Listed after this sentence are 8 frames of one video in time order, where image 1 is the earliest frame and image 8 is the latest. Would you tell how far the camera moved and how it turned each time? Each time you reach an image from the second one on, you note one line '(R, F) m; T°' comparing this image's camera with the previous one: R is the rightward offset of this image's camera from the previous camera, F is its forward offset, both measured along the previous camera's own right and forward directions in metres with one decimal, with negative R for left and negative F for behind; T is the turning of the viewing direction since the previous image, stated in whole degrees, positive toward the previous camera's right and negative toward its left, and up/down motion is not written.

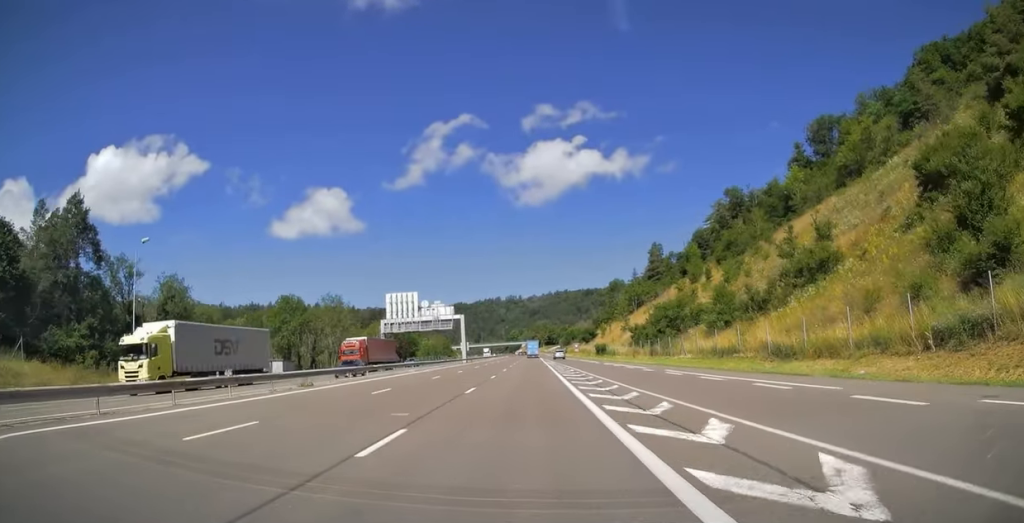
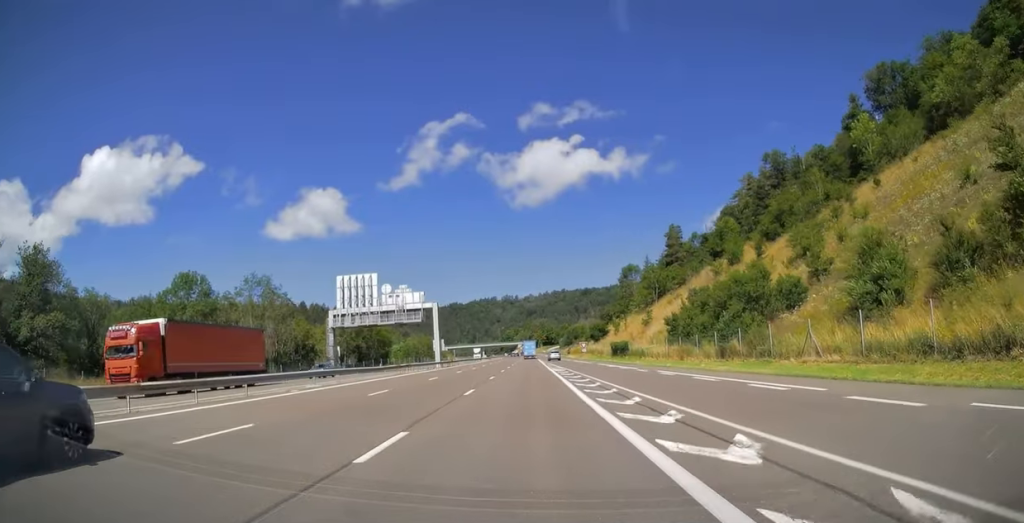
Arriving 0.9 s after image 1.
(+0.1, +26.3) m; 0°
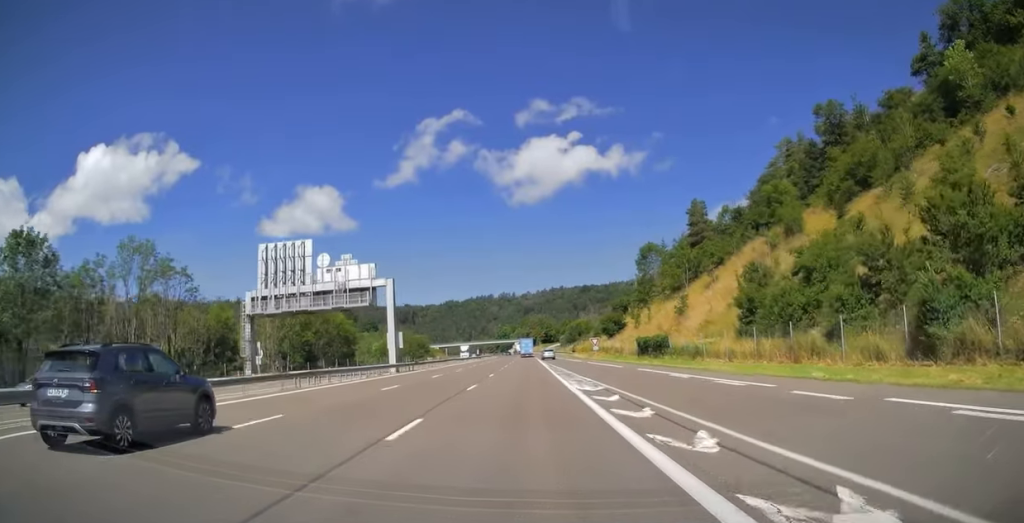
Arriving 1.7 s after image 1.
(-0.1, +23.8) m; 0°
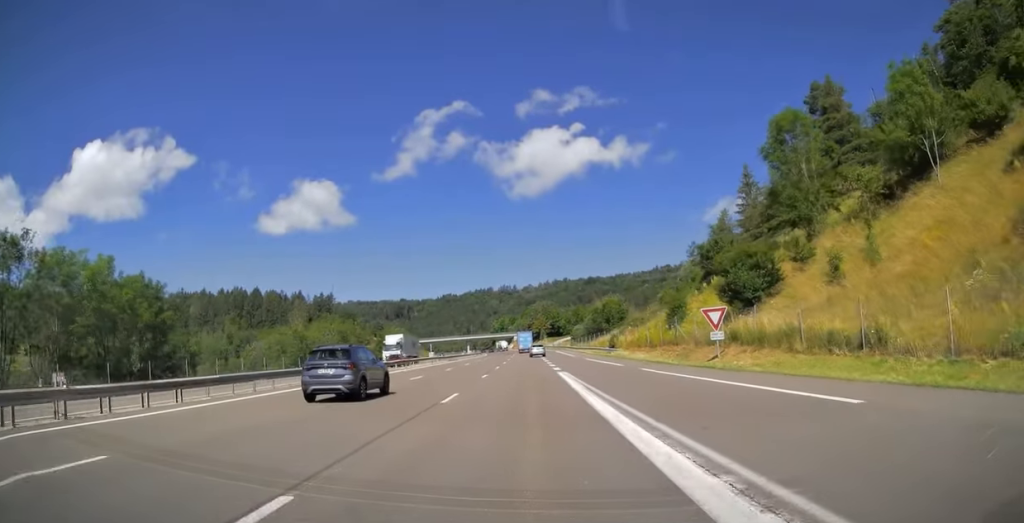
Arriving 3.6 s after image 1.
(+0.4, +58.5) m; +1°
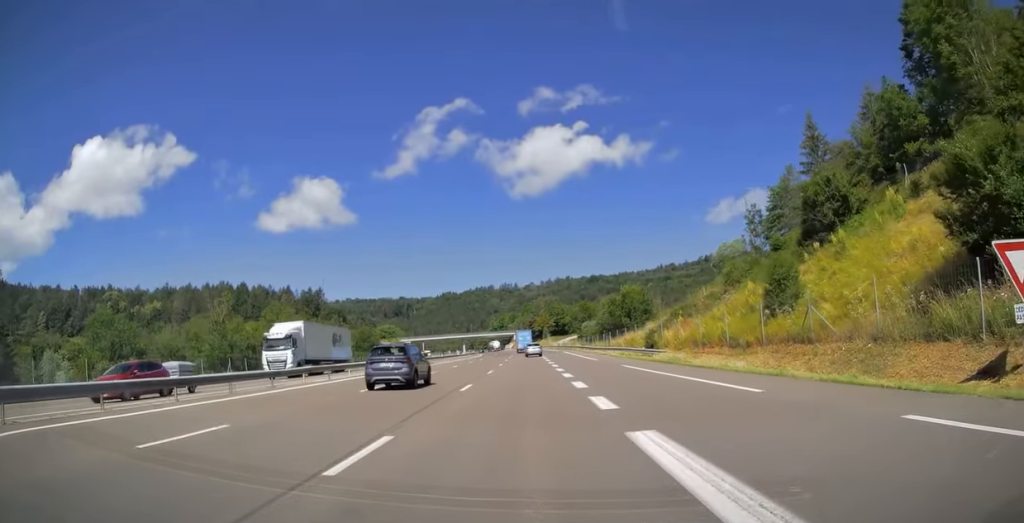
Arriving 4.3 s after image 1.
(0.0, +22.6) m; 0°
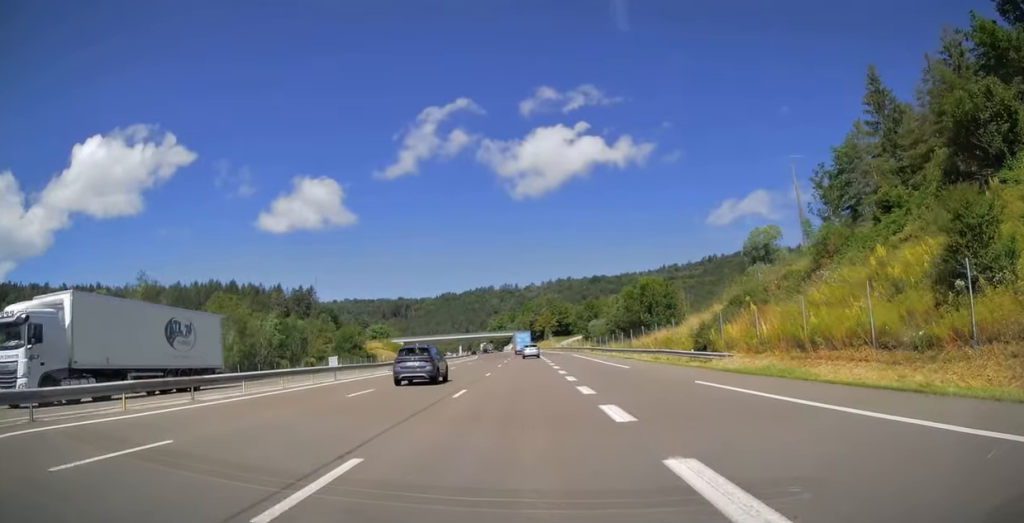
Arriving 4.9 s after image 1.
(-0.2, +15.5) m; 0°
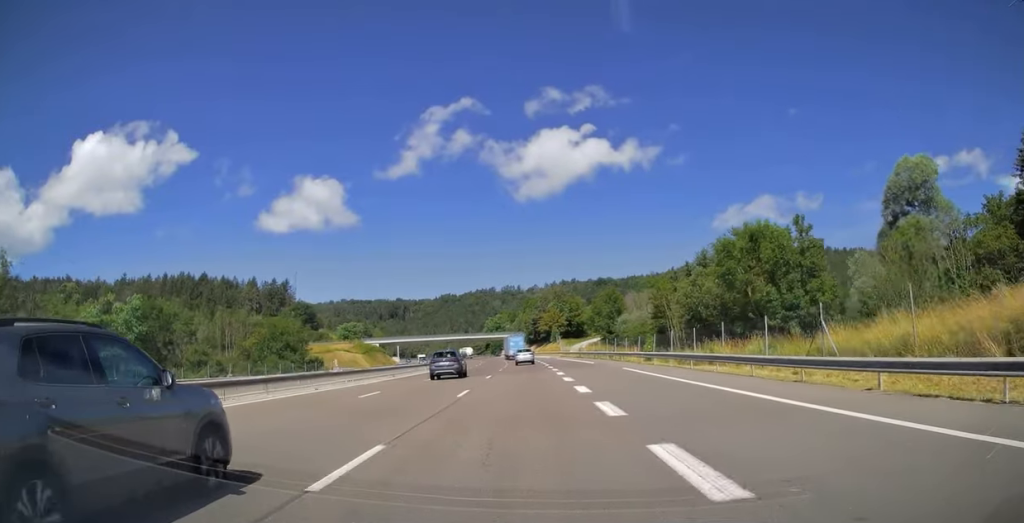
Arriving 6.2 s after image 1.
(-0.1, +40.2) m; 0°
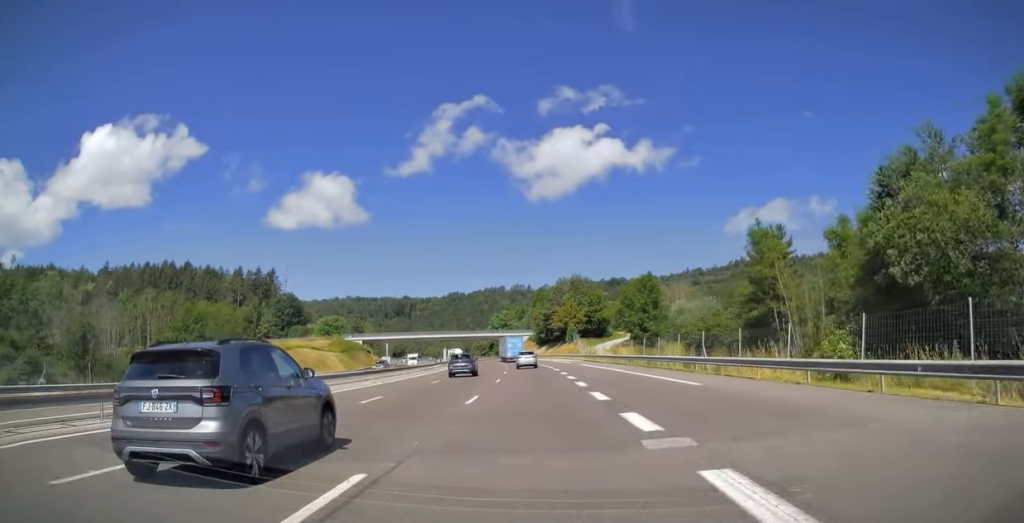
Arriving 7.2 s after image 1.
(0.0, +28.4) m; 0°
